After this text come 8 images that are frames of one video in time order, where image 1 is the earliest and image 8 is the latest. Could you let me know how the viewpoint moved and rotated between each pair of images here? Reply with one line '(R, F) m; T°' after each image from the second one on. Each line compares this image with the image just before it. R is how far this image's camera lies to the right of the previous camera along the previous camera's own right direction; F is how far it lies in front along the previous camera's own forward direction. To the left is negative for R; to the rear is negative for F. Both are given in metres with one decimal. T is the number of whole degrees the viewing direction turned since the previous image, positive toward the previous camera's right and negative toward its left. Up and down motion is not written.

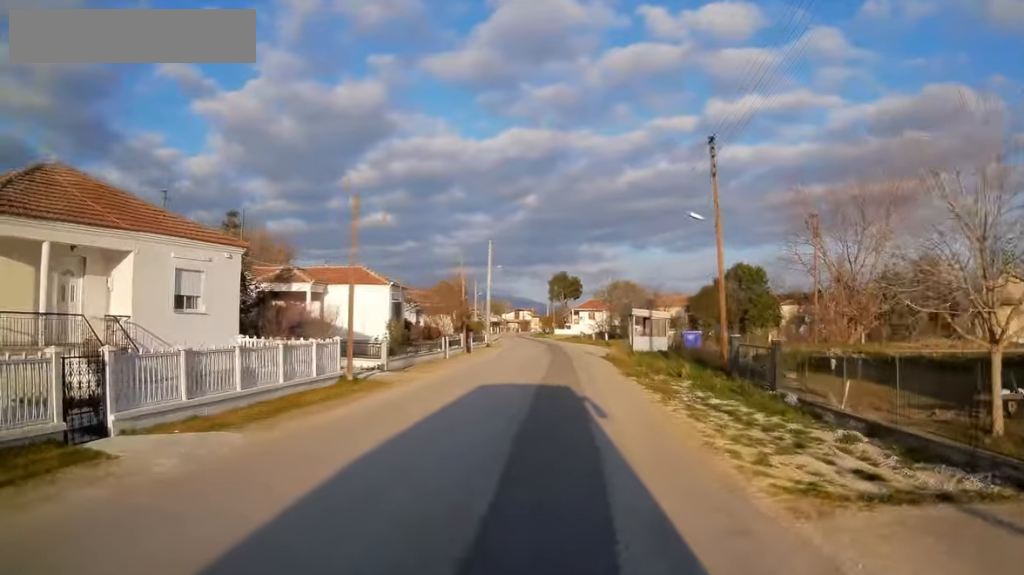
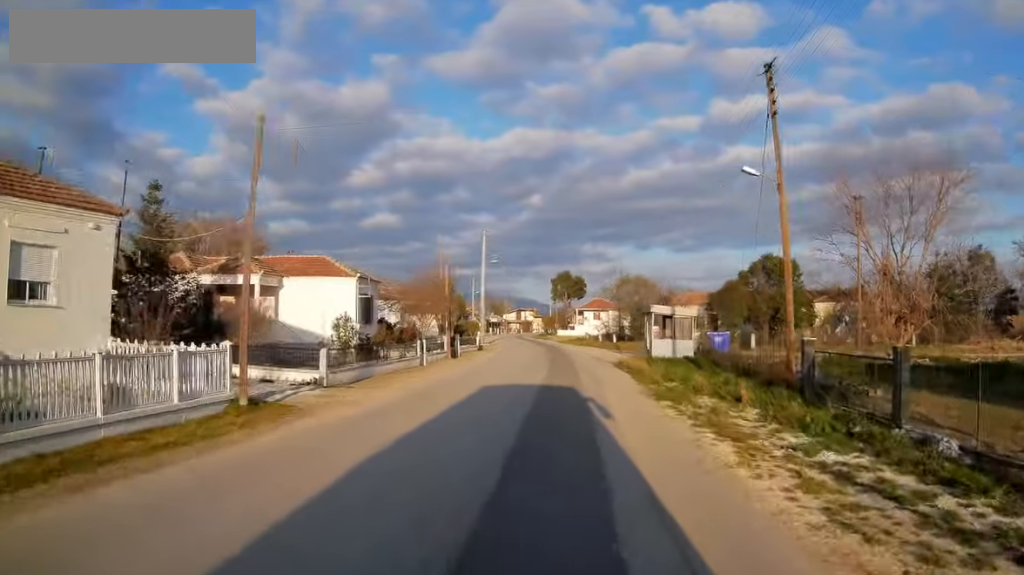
(-0.1, +6.8) m; -1°
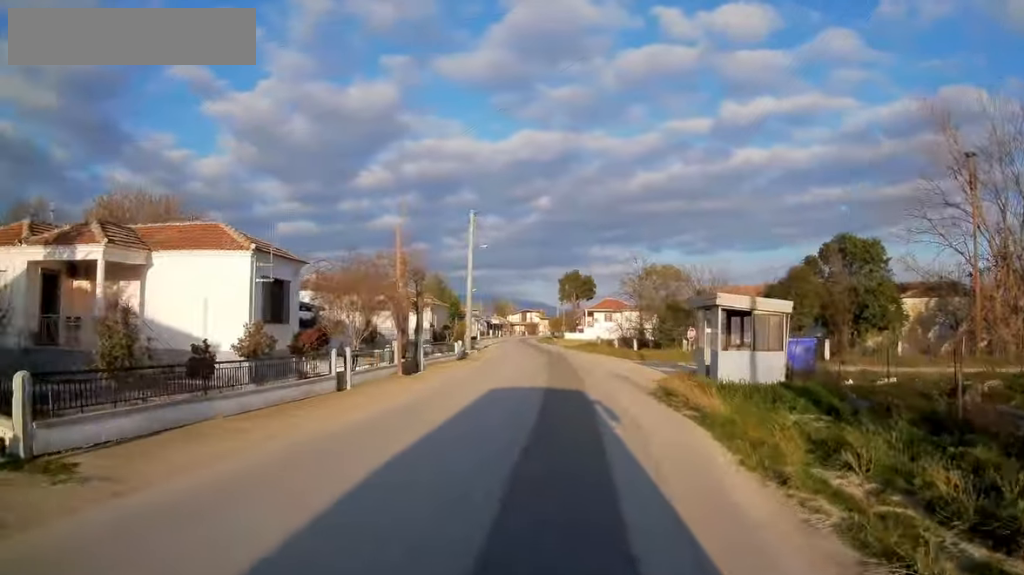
(-0.2, +11.4) m; -1°
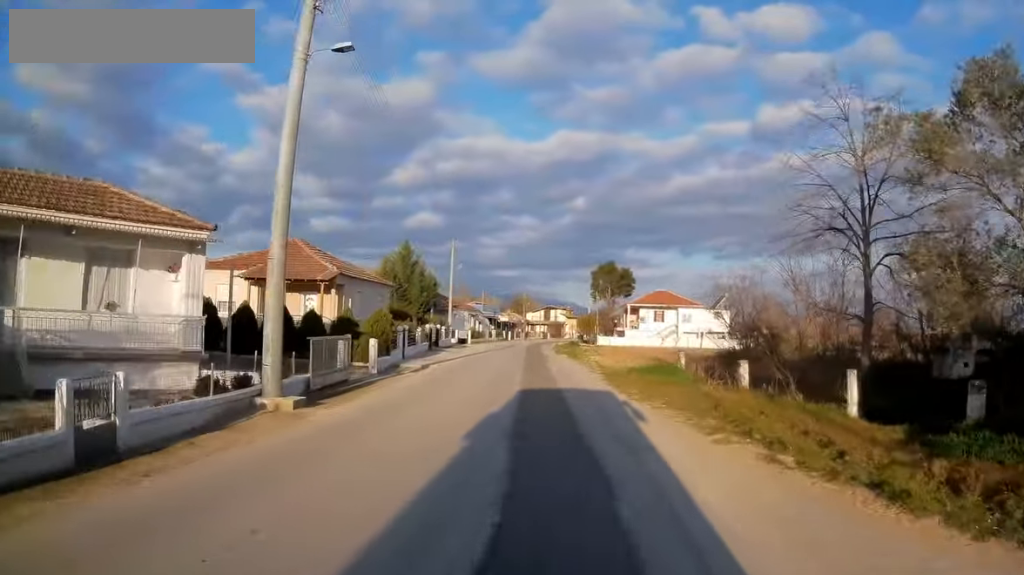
(-0.5, +31.6) m; -2°
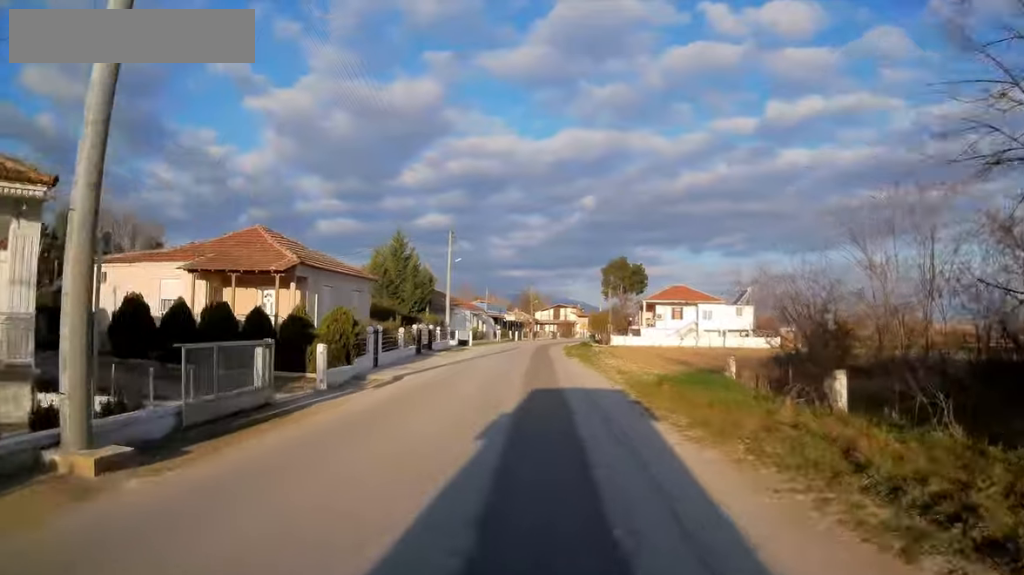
(-0.1, +6.0) m; -1°
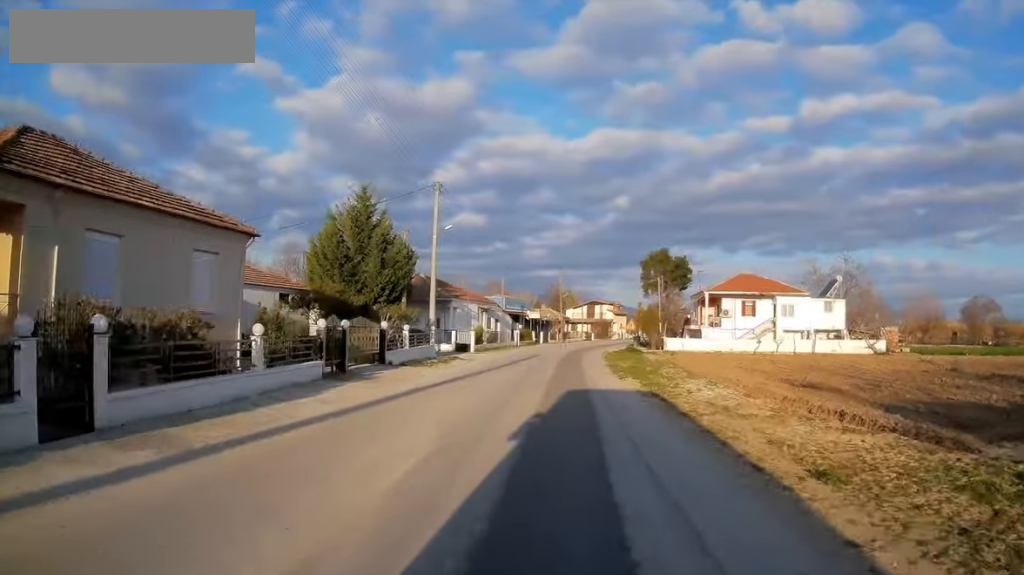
(-0.5, +16.9) m; -2°
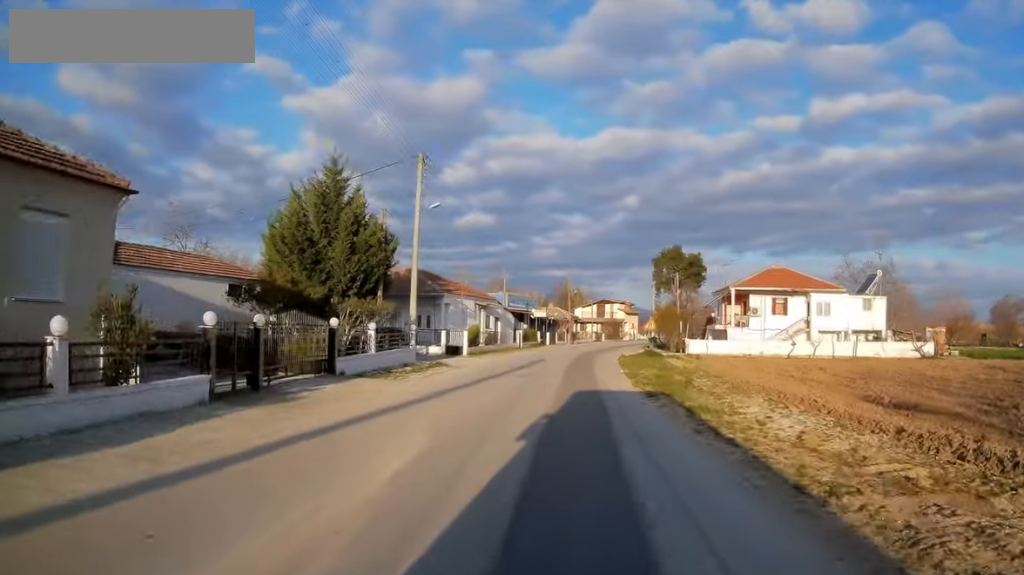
(0.0, +6.2) m; -1°
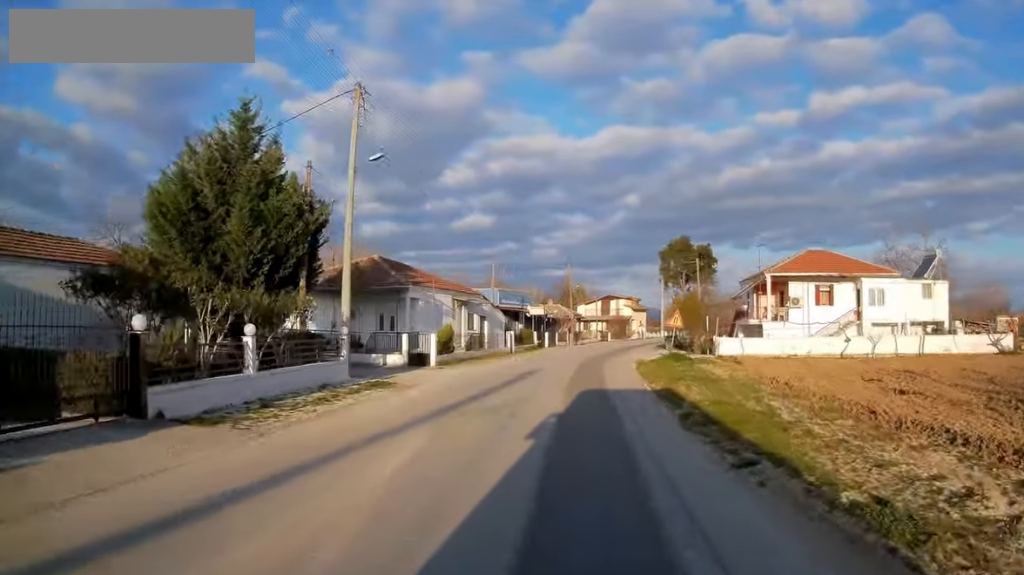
(0.0, +9.0) m; -2°
